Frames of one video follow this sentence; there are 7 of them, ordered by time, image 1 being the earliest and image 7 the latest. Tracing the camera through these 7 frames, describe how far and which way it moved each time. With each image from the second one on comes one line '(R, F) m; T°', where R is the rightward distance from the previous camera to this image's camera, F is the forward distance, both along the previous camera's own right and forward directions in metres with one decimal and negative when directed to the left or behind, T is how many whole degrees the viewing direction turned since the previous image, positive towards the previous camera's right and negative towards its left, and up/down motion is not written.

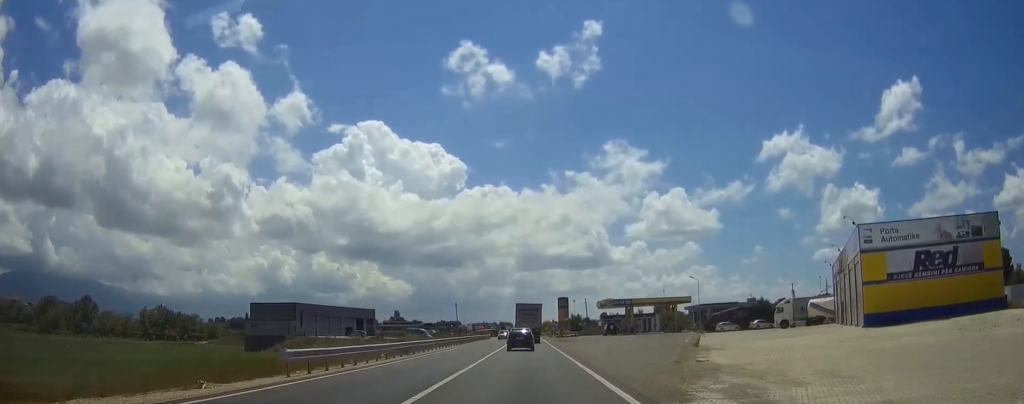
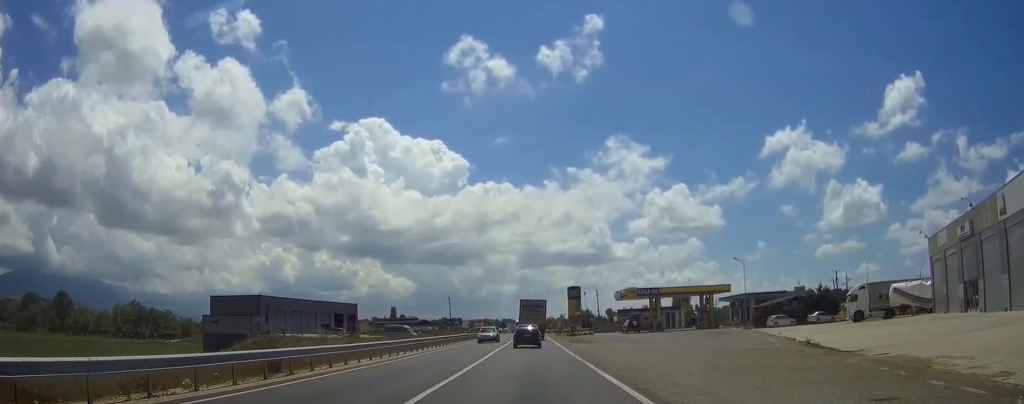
(0.0, +22.4) m; 0°
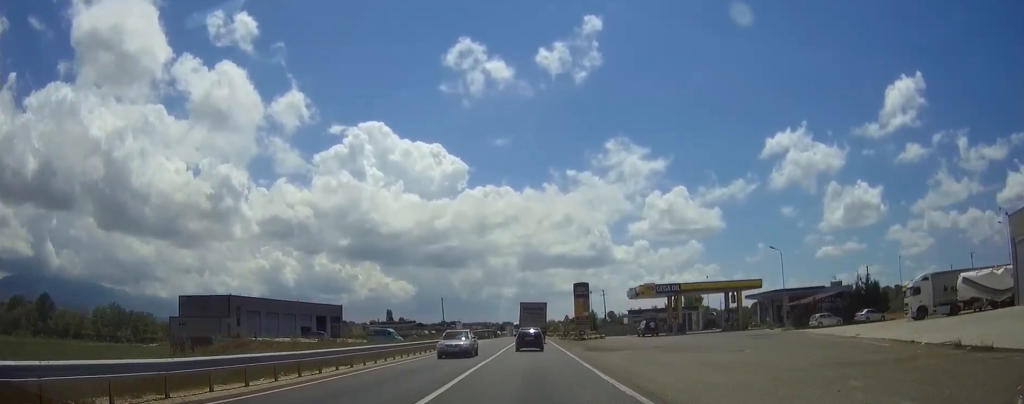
(0.0, +13.5) m; 0°
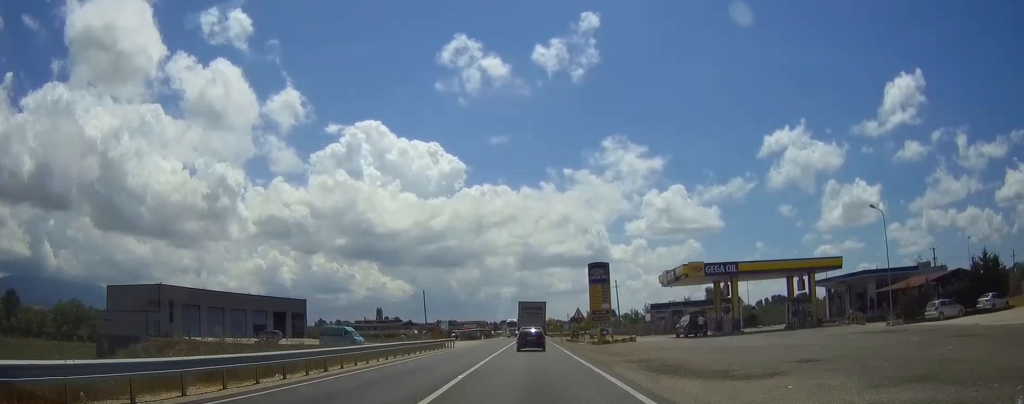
(0.0, +23.9) m; 0°
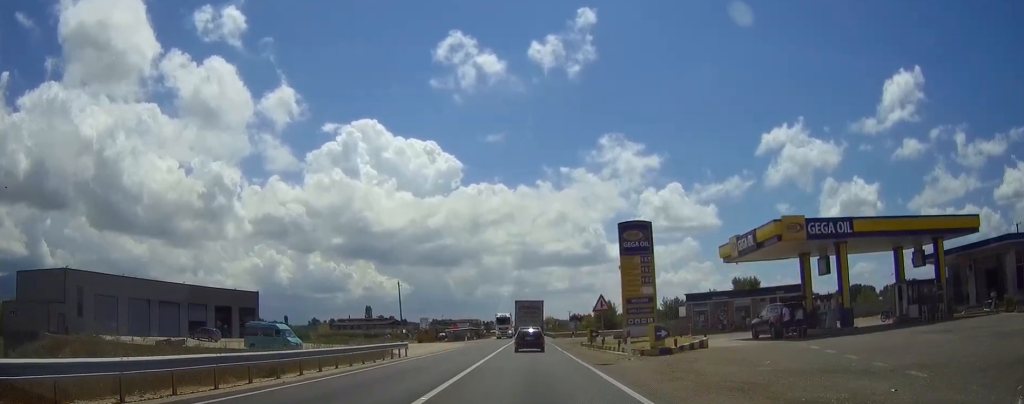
(+0.1, +22.2) m; 0°
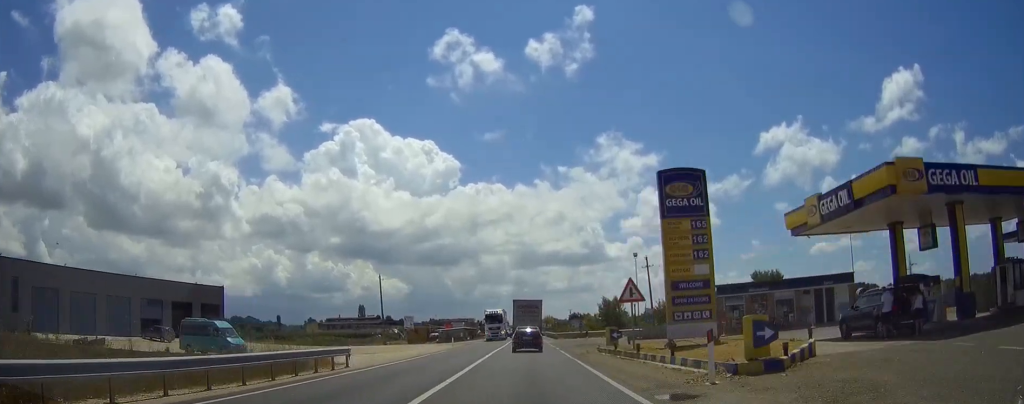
(0.0, +11.6) m; 0°
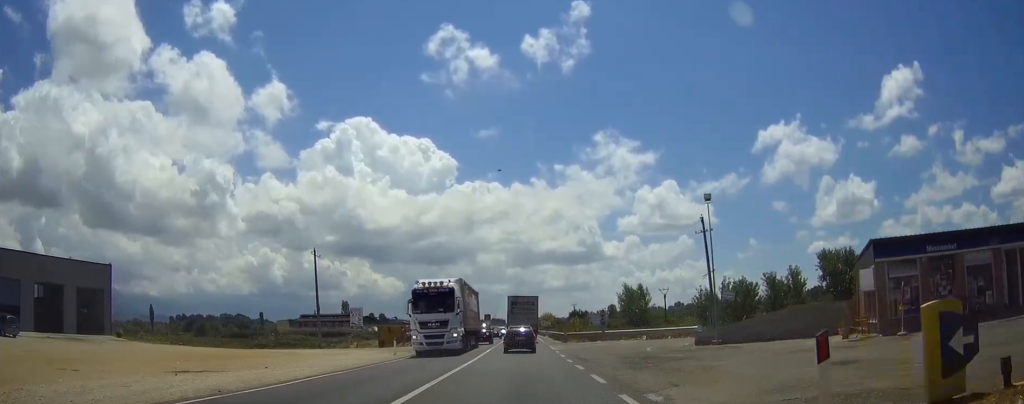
(+0.2, +28.4) m; 0°
